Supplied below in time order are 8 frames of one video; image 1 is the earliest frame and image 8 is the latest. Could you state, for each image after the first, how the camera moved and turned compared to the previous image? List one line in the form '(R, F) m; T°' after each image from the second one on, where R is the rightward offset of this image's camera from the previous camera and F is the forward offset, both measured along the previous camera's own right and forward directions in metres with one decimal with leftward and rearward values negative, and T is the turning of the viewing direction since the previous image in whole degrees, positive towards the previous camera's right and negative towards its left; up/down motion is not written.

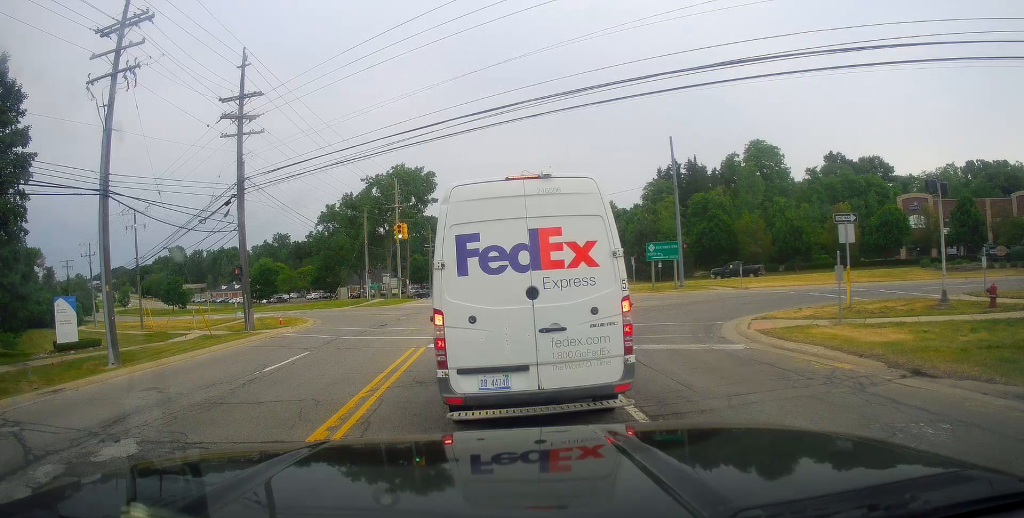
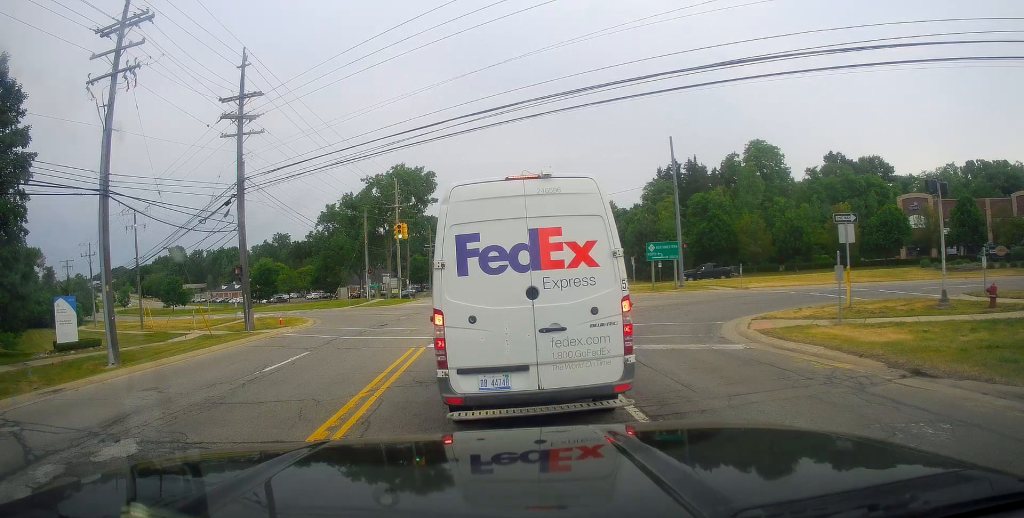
(0.0, 0.0) m; 0°
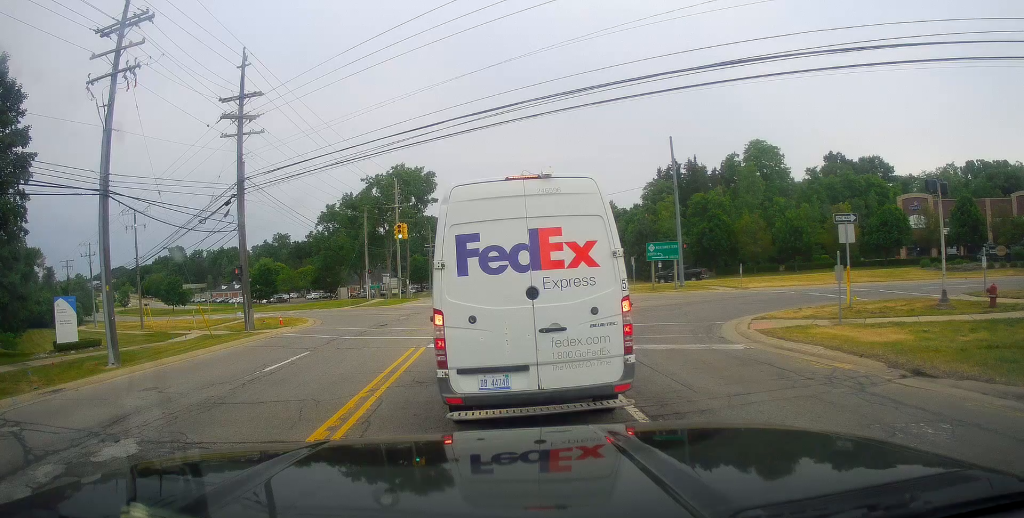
(0.0, 0.0) m; 0°
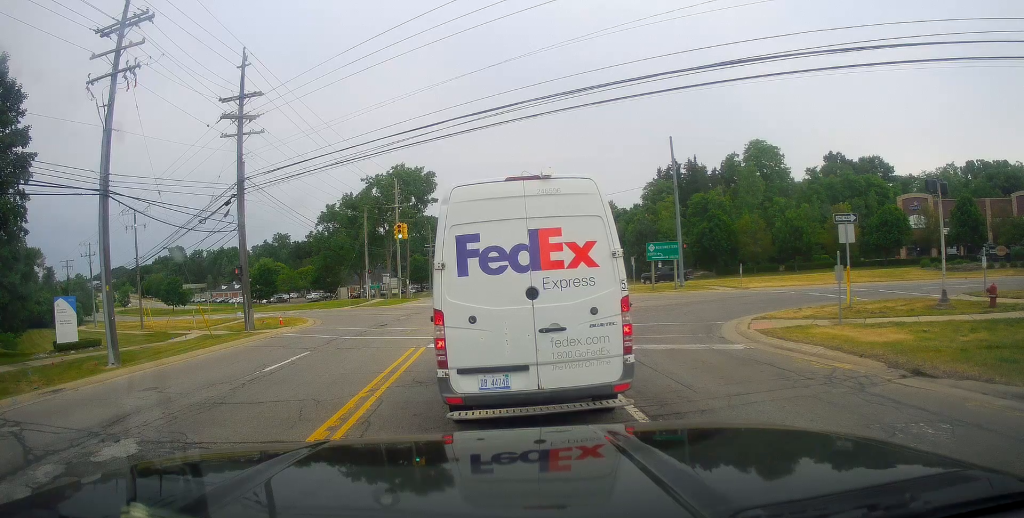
(0.0, +0.2) m; 0°
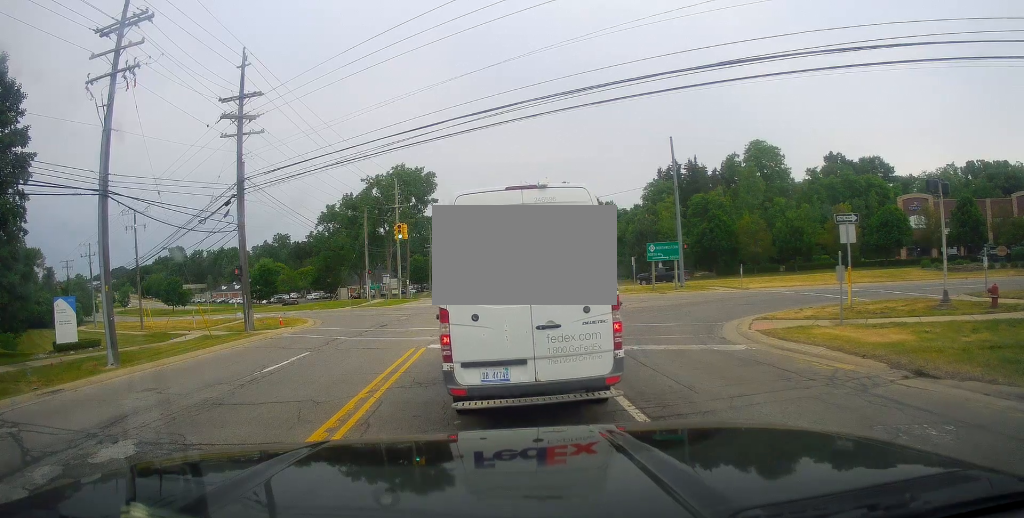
(0.0, 0.0) m; 0°
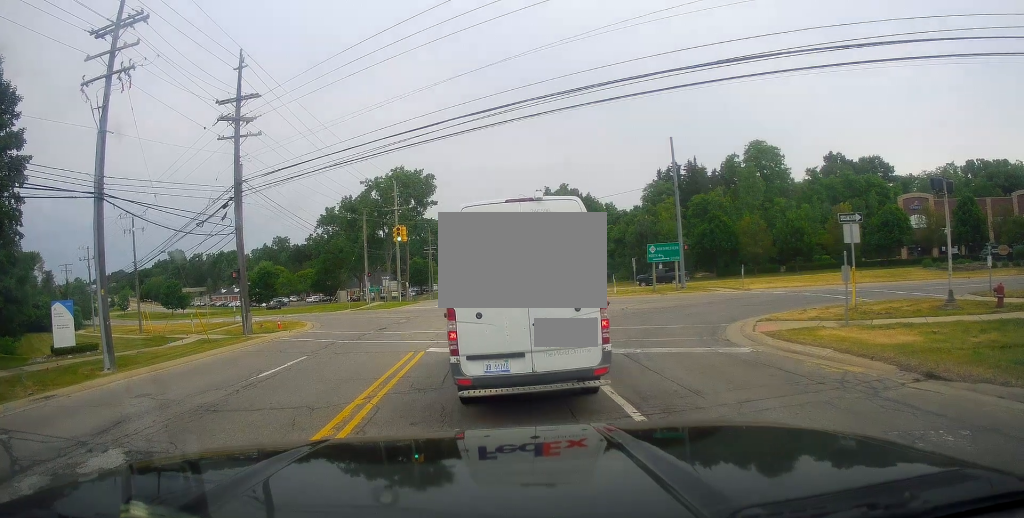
(0.0, 0.0) m; 0°
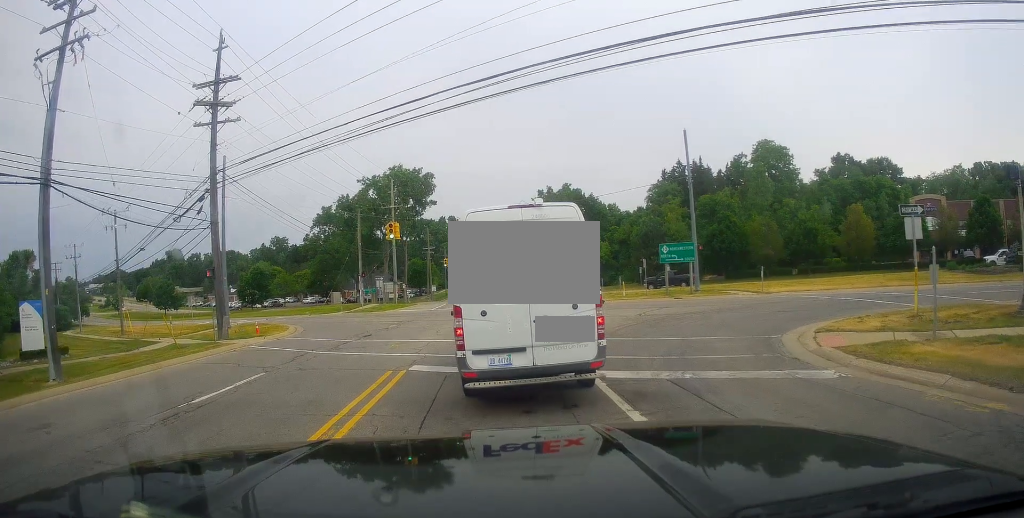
(0.0, +1.3) m; 0°
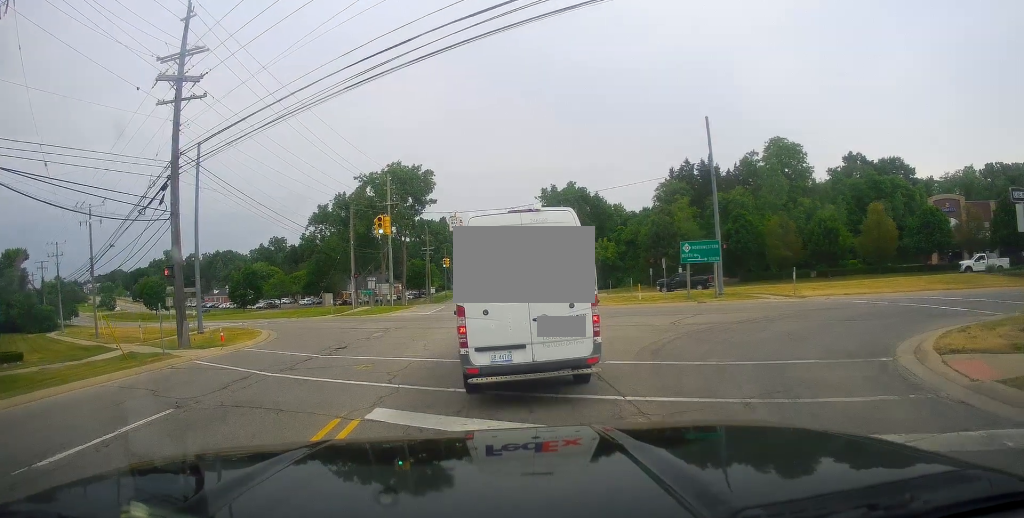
(0.0, +3.7) m; -6°
